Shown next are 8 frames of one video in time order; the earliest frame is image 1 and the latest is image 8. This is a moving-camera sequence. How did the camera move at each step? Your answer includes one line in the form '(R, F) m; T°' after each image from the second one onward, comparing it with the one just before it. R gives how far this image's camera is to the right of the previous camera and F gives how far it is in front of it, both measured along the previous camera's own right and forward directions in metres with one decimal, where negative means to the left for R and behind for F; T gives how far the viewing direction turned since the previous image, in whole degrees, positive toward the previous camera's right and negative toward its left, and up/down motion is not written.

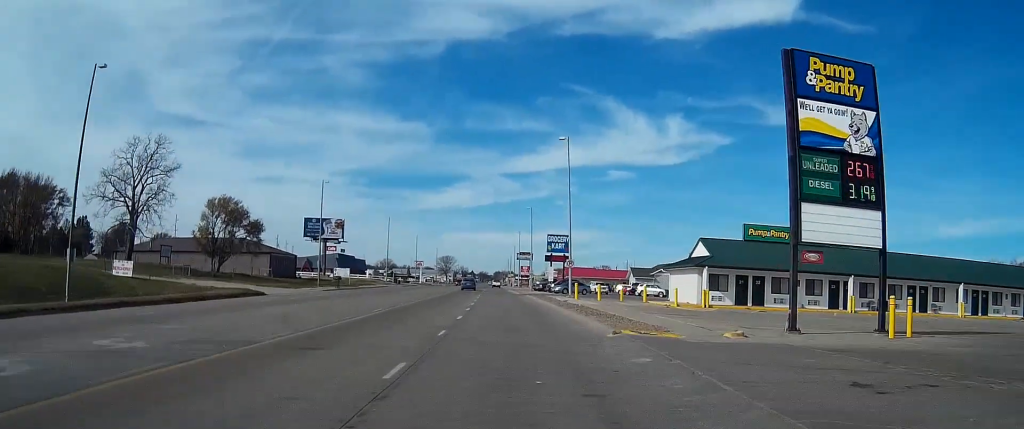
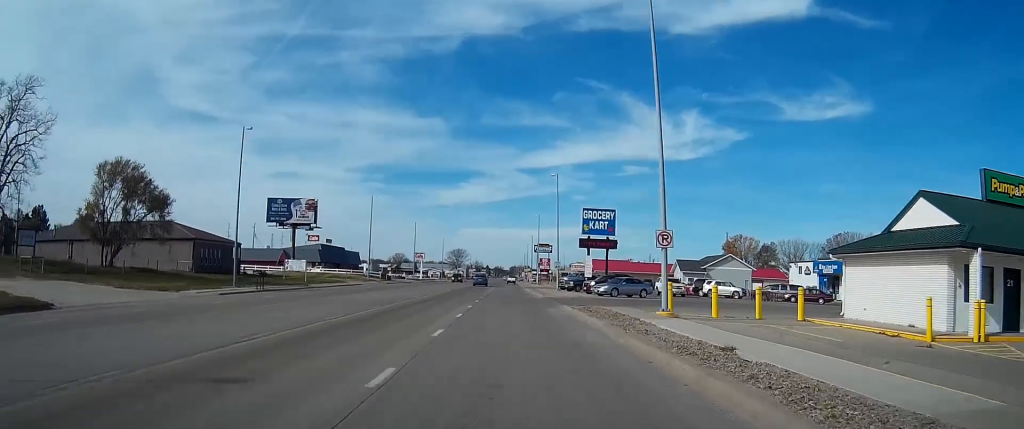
(-0.4, +30.1) m; -1°
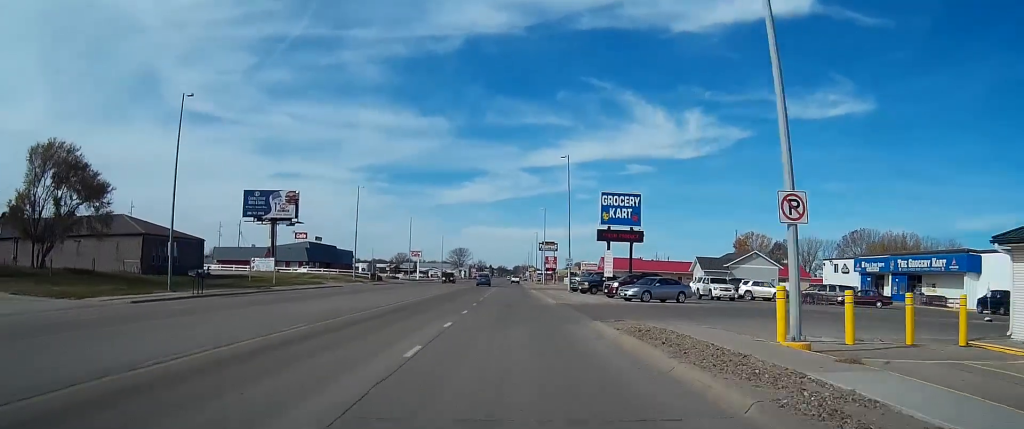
(-0.1, +11.7) m; 0°
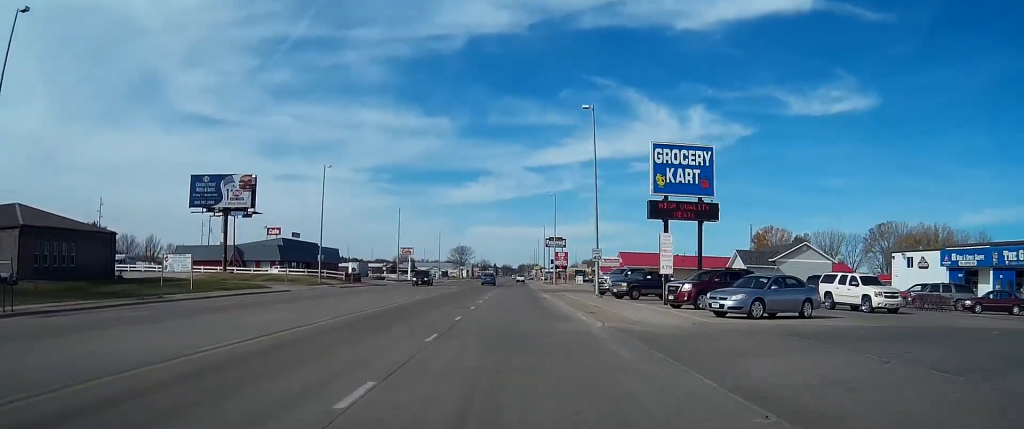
(0.0, +19.0) m; 0°
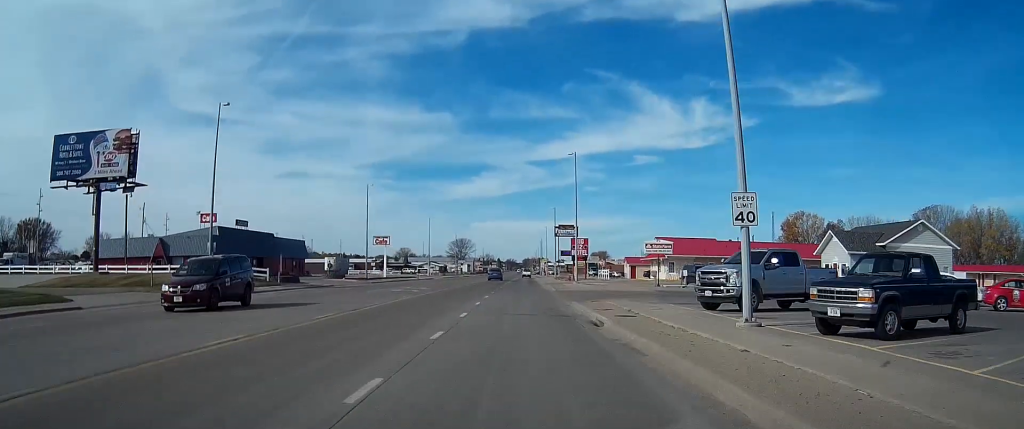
(0.0, +29.4) m; 0°
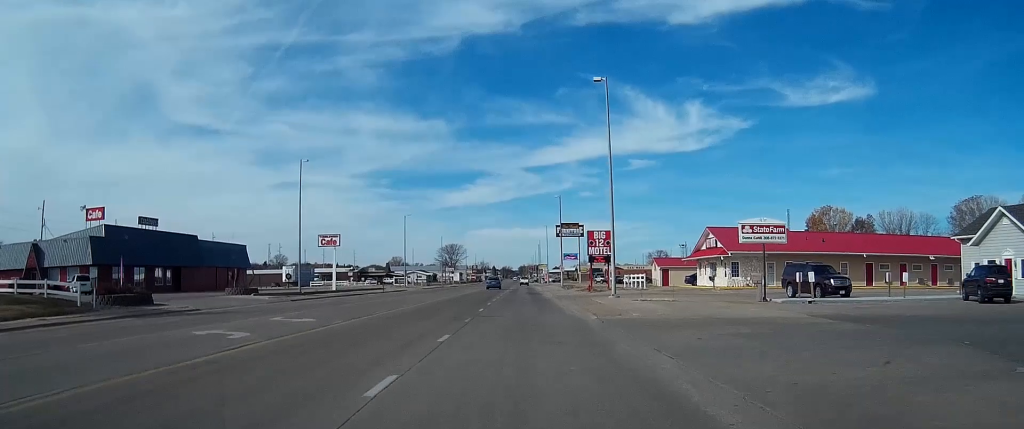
(+0.2, +28.2) m; +1°
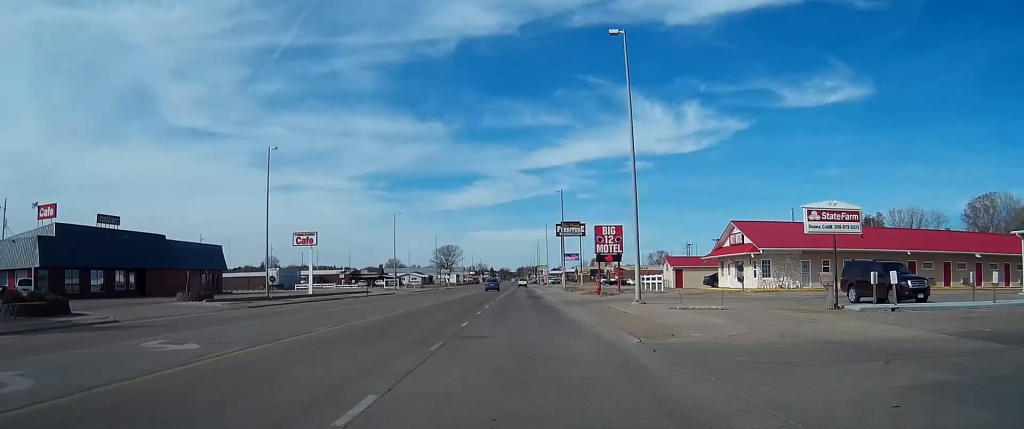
(0.0, +8.6) m; 0°
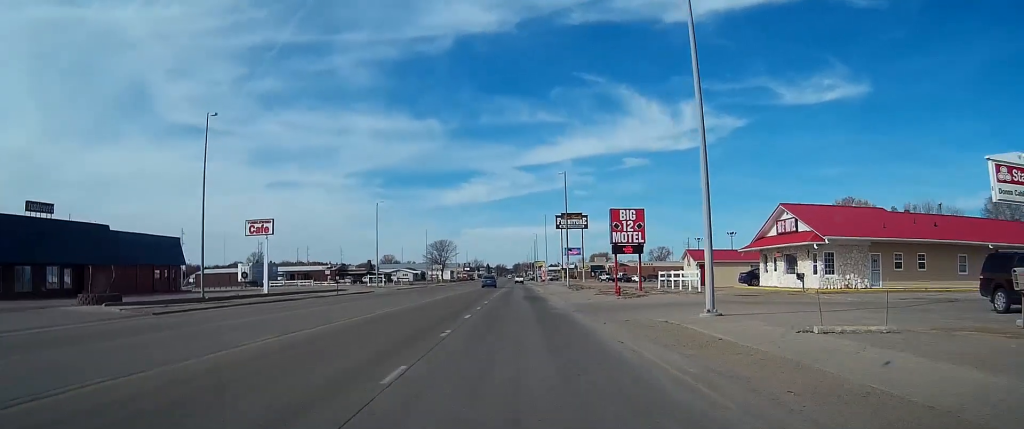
(-0.1, +12.3) m; 0°
